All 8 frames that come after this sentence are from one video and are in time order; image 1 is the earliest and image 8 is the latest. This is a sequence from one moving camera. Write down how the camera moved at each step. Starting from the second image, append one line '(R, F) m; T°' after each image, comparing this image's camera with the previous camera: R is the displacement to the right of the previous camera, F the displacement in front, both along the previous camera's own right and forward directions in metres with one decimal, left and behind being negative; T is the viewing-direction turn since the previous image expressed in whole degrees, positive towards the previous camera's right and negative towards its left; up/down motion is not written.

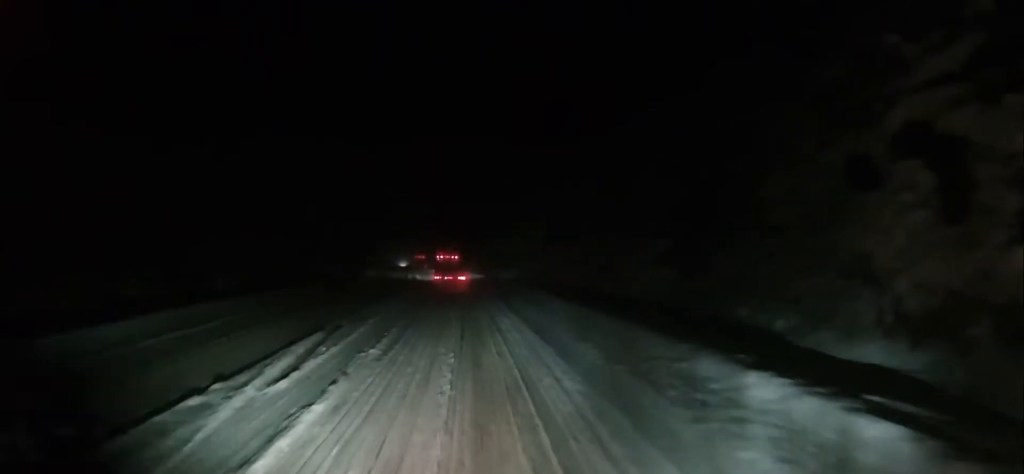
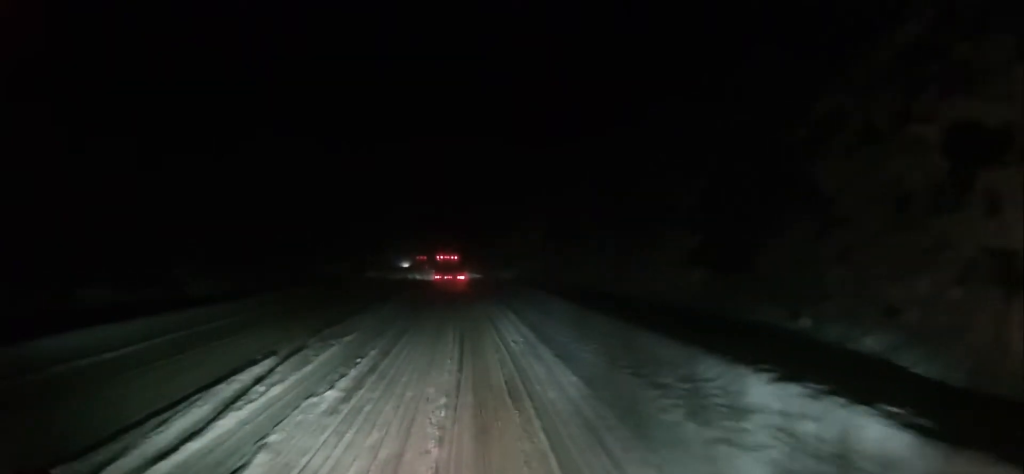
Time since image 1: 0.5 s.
(+0.1, +5.2) m; 0°
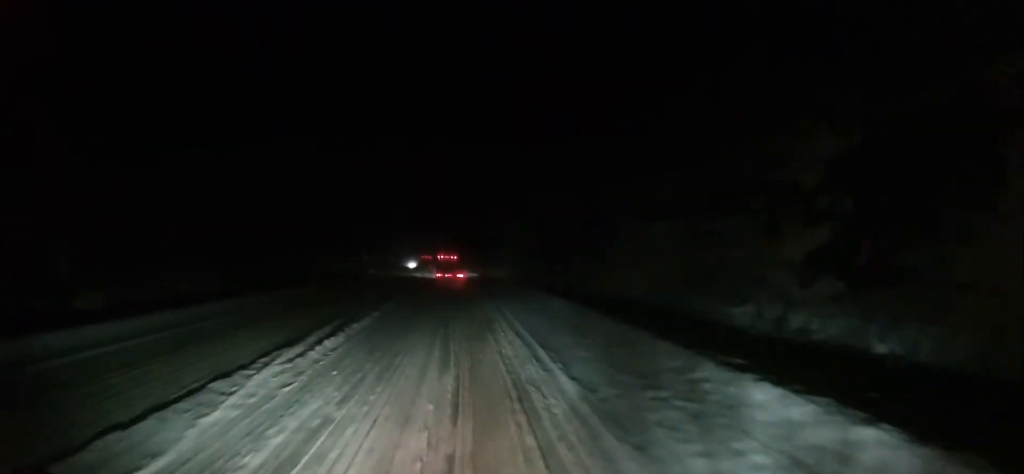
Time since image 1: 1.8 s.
(-0.5, +13.9) m; -2°
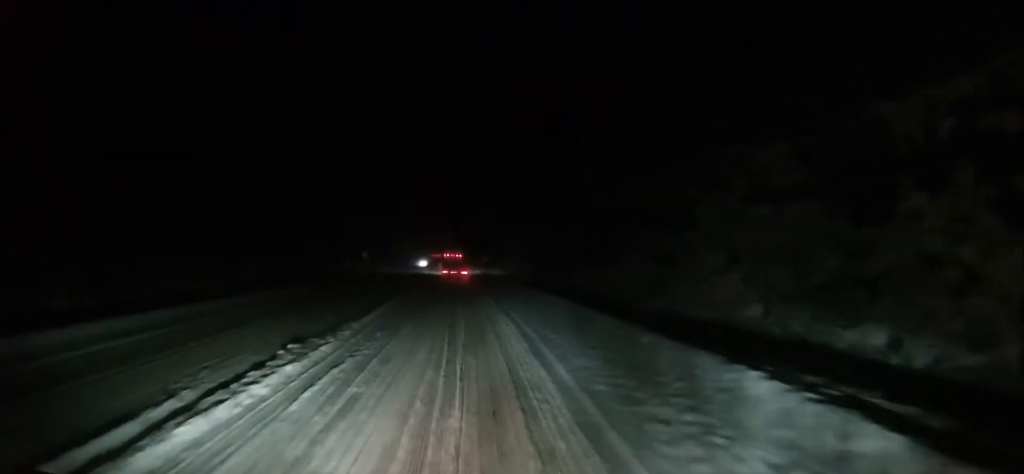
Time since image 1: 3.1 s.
(-0.4, +14.3) m; -1°
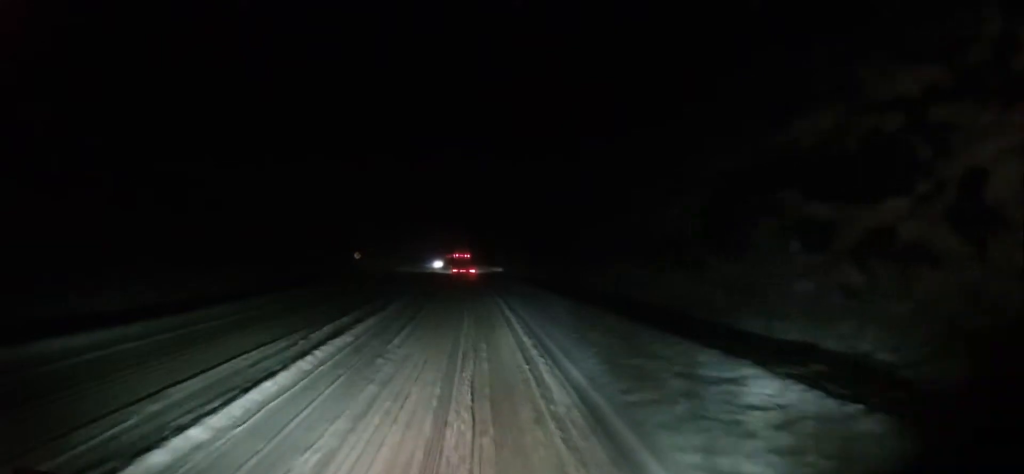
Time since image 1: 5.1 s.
(0.0, +21.0) m; -1°
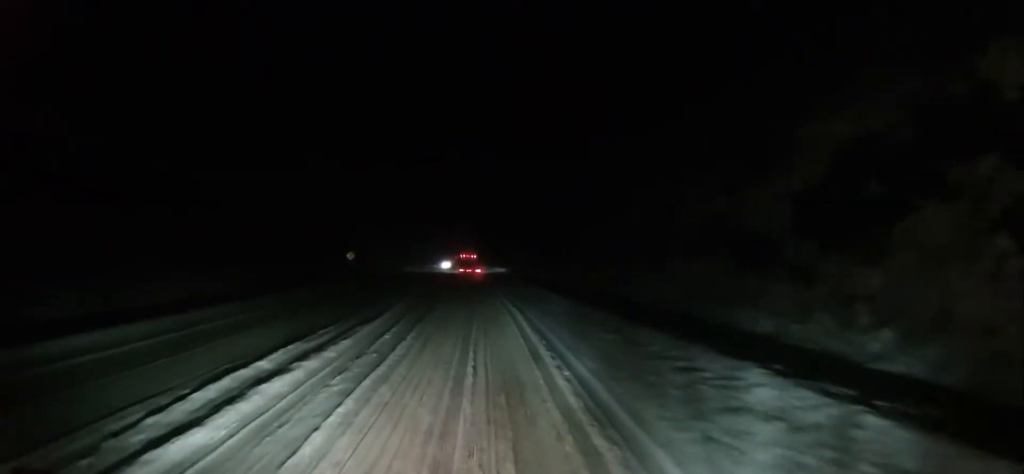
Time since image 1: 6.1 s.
(+0.1, +10.5) m; +1°
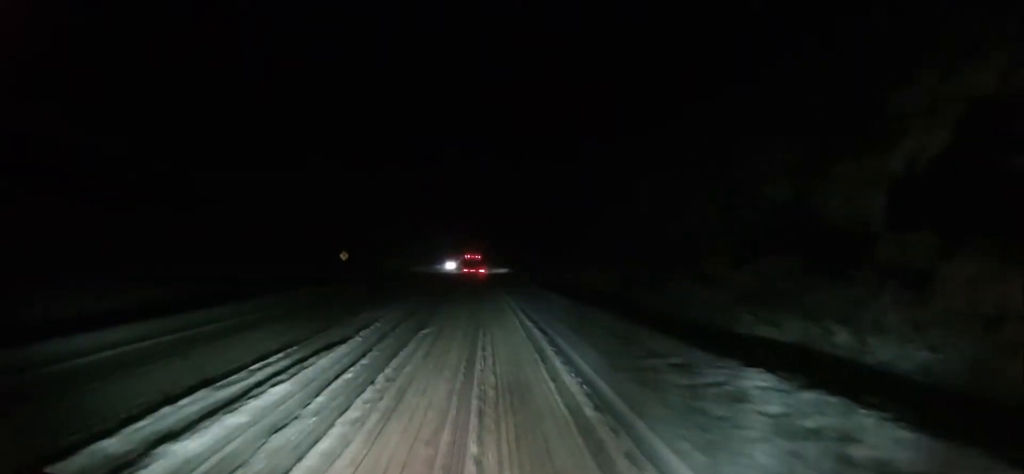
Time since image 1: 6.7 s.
(0.0, +6.6) m; -1°
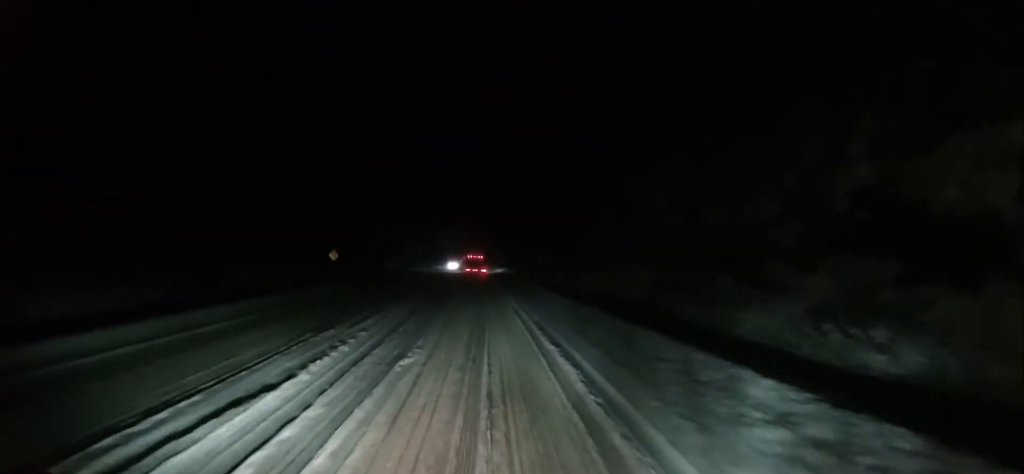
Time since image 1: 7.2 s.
(+0.1, +6.2) m; -2°
